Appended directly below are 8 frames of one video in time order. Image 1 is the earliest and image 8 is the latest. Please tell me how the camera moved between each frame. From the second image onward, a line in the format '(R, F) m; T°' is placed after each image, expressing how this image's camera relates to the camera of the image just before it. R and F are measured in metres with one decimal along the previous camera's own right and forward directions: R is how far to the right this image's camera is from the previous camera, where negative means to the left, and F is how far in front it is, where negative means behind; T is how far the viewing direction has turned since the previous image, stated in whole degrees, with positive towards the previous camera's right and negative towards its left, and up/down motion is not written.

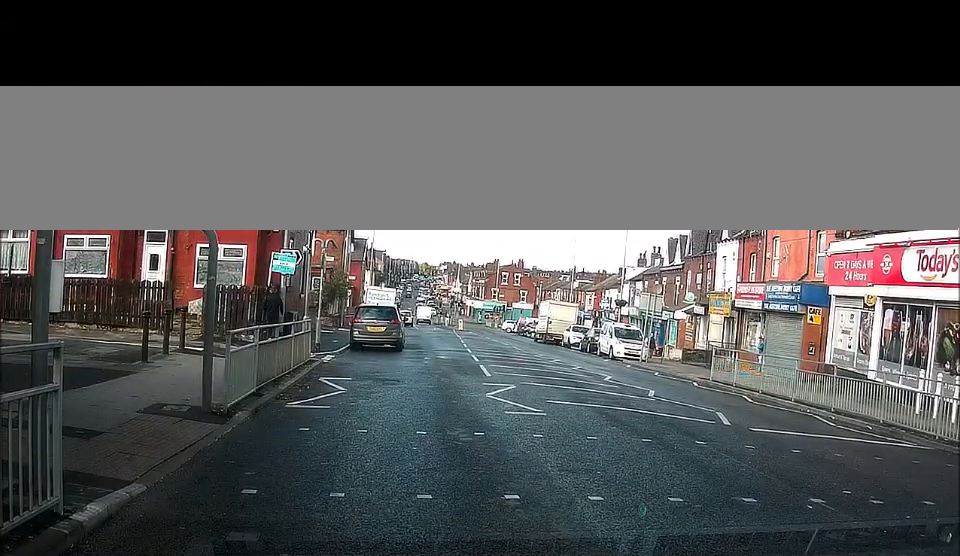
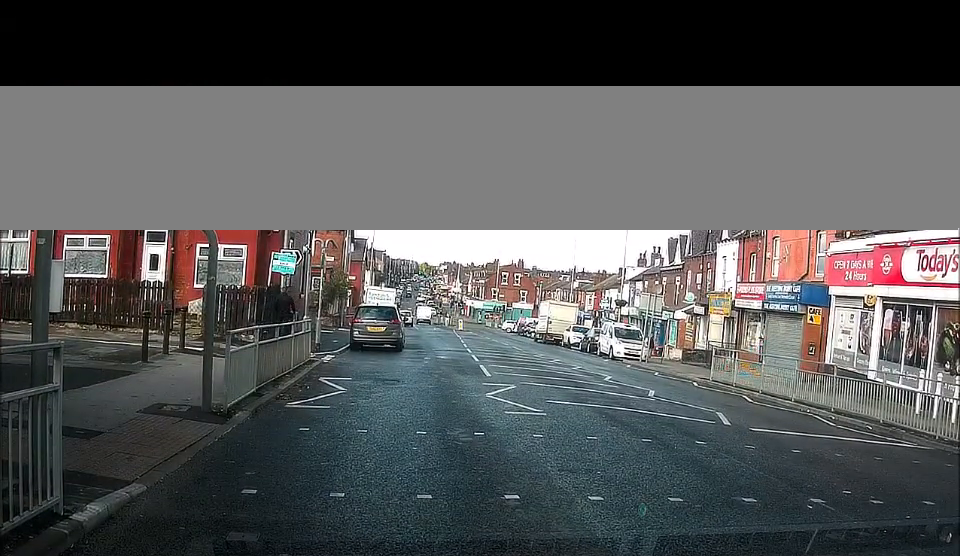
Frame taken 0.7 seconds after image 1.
(-0.1, +0.2) m; 0°
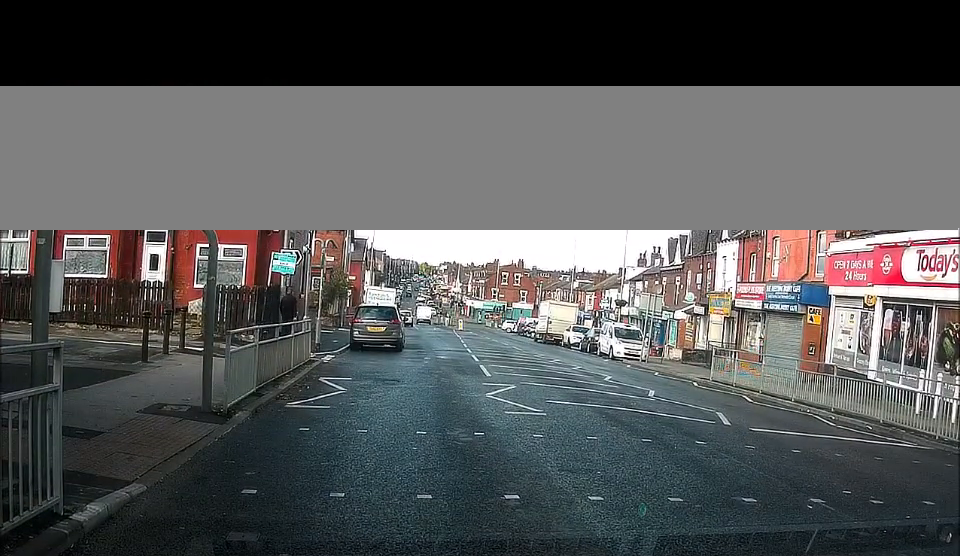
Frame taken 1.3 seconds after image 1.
(0.0, 0.0) m; 0°
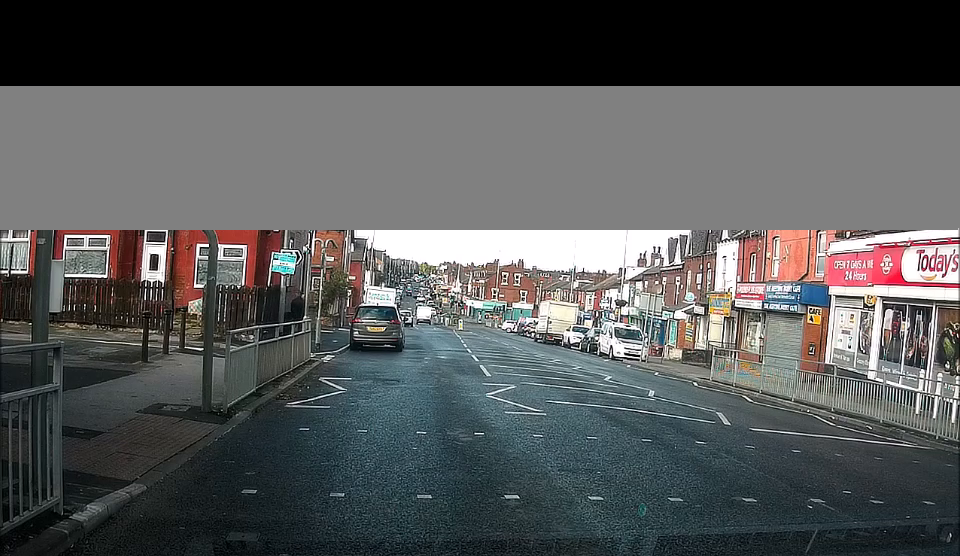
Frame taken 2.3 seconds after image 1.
(-0.2, +0.3) m; 0°
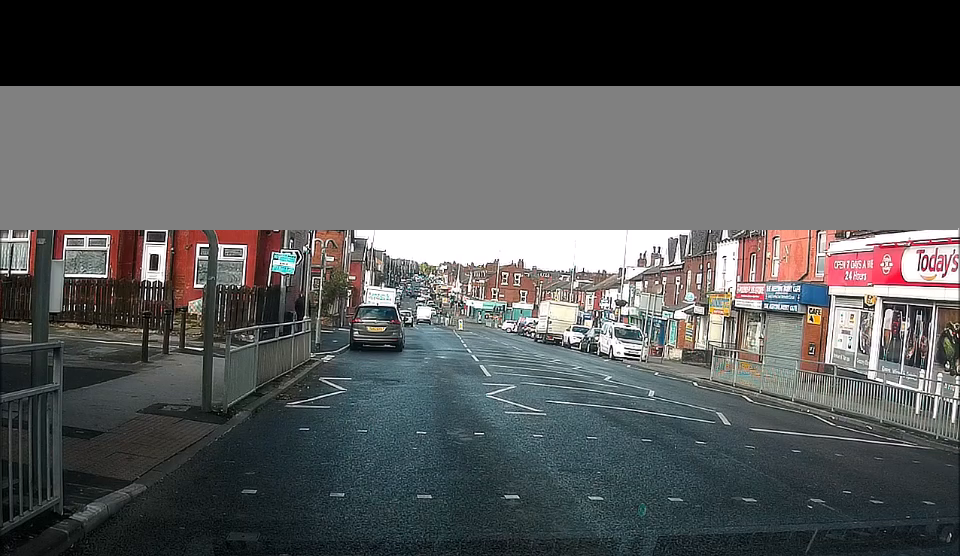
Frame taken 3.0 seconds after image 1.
(0.0, 0.0) m; 0°
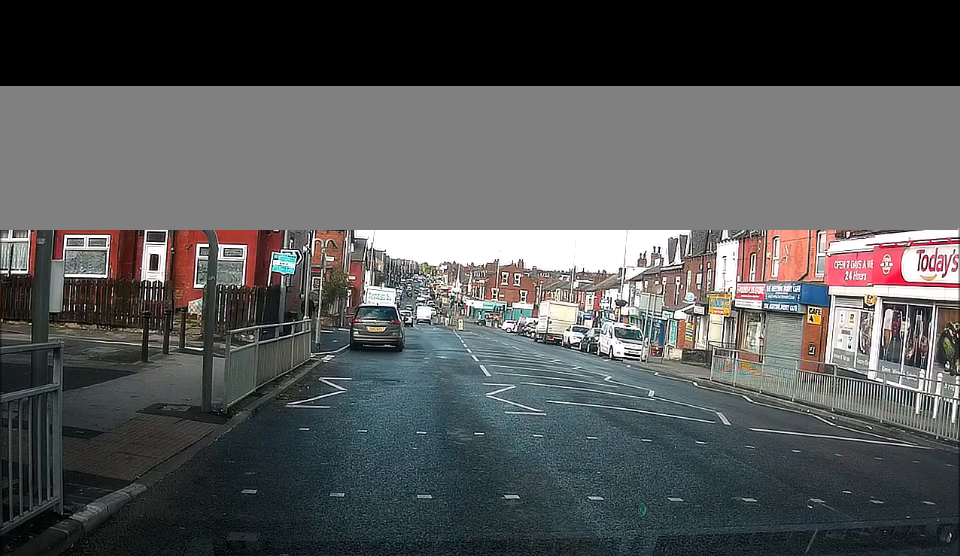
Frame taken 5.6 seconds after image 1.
(+0.5, +0.6) m; 0°
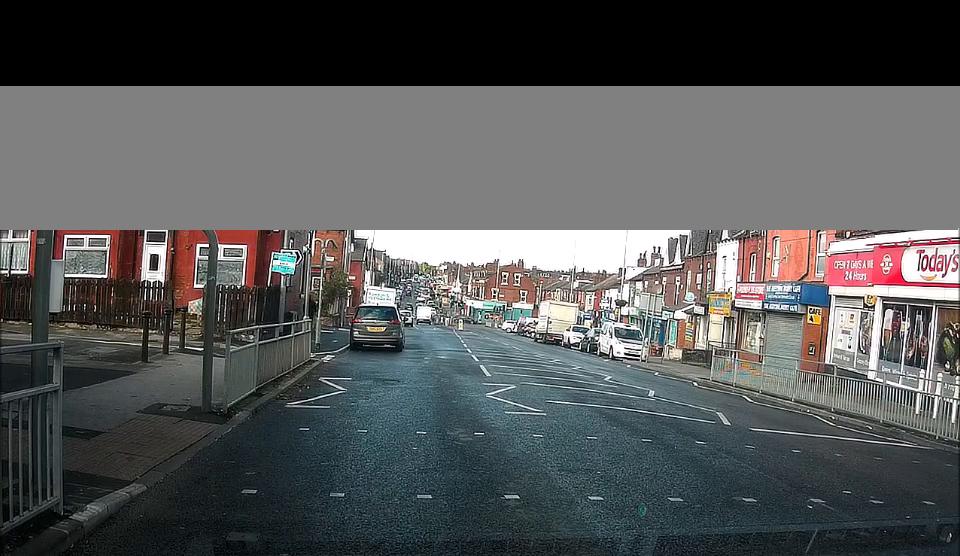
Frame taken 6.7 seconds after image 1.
(-0.1, +0.2) m; 0°
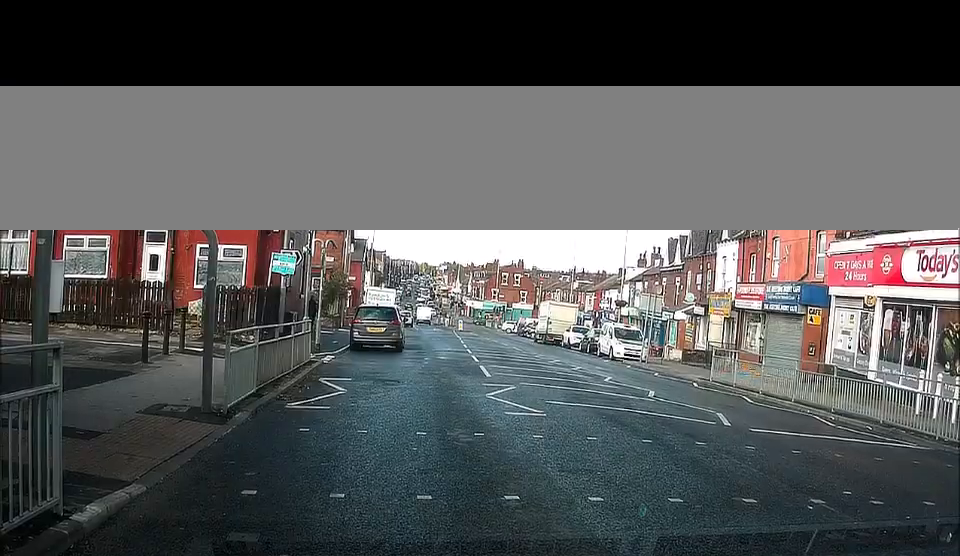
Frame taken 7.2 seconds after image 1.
(0.0, 0.0) m; 0°
